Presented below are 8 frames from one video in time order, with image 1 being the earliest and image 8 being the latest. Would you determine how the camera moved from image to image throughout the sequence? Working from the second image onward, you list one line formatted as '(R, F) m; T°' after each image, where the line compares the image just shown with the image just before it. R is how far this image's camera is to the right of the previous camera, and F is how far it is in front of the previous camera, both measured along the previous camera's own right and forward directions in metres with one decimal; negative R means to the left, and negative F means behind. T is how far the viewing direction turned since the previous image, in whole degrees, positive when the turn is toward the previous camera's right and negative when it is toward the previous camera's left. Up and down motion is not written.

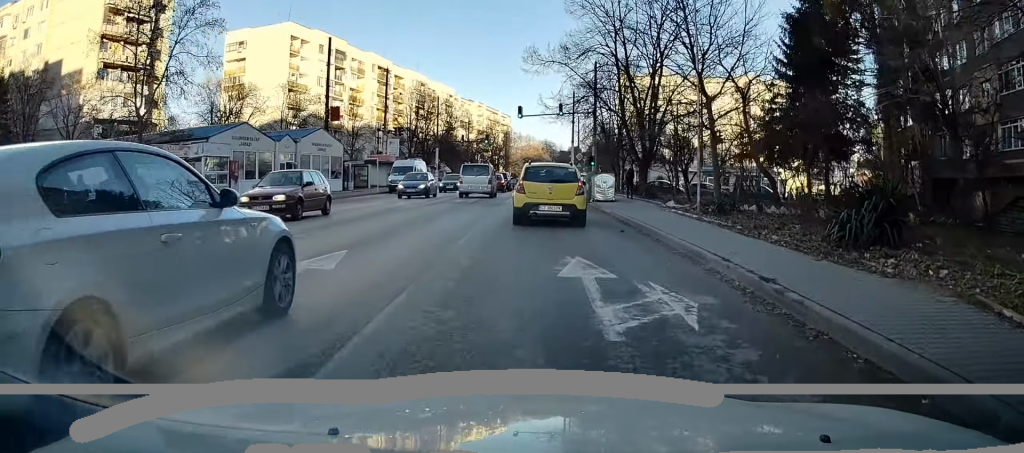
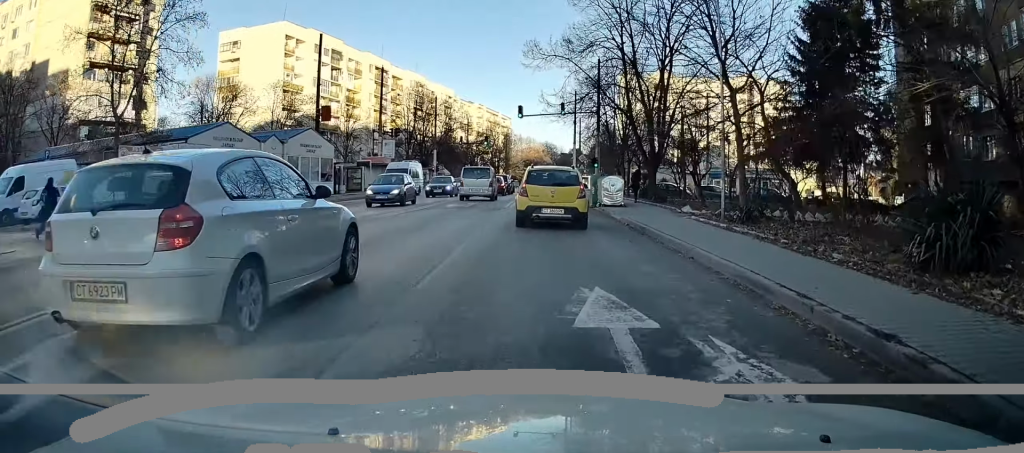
(0.0, +3.0) m; +2°
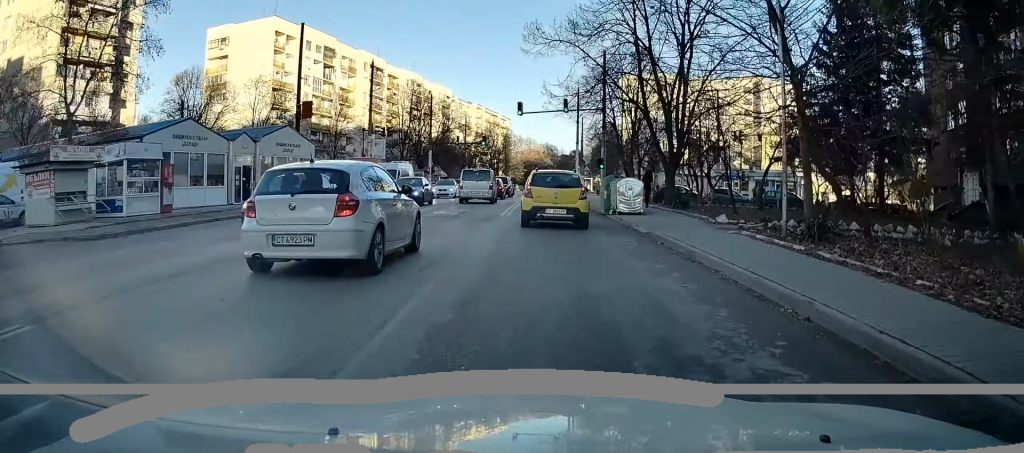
(+0.2, +5.0) m; +1°
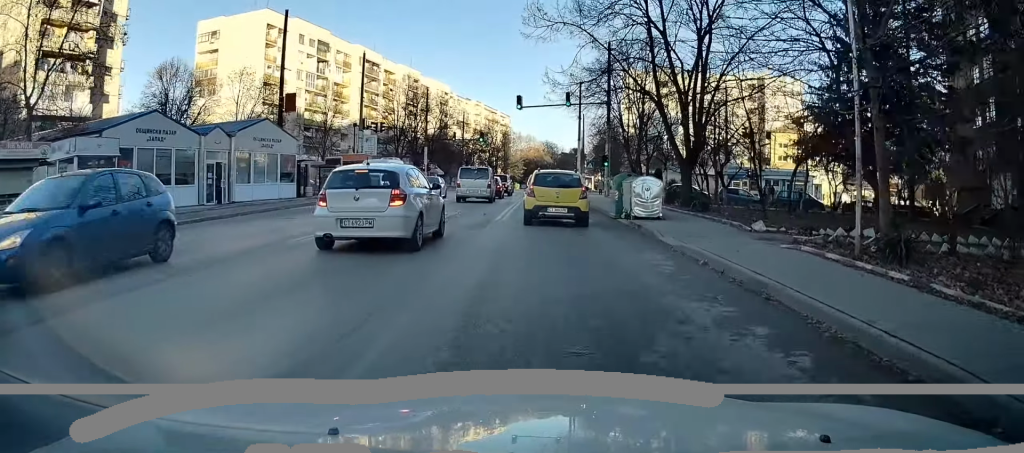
(+0.1, +3.6) m; 0°
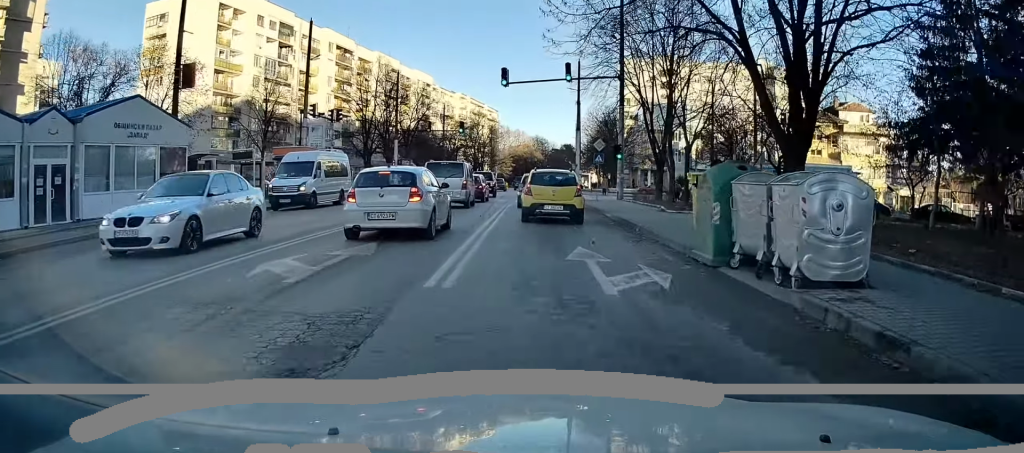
(0.0, +11.0) m; +3°
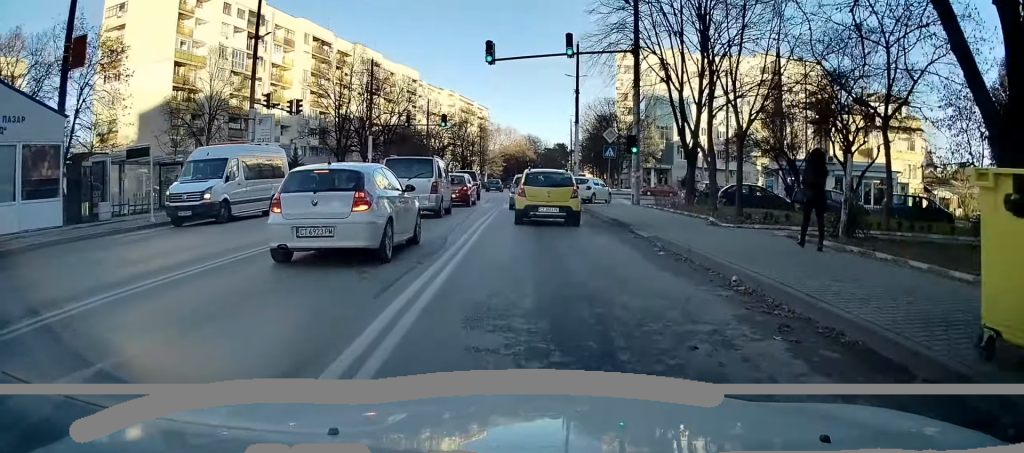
(-0.1, +7.2) m; -1°
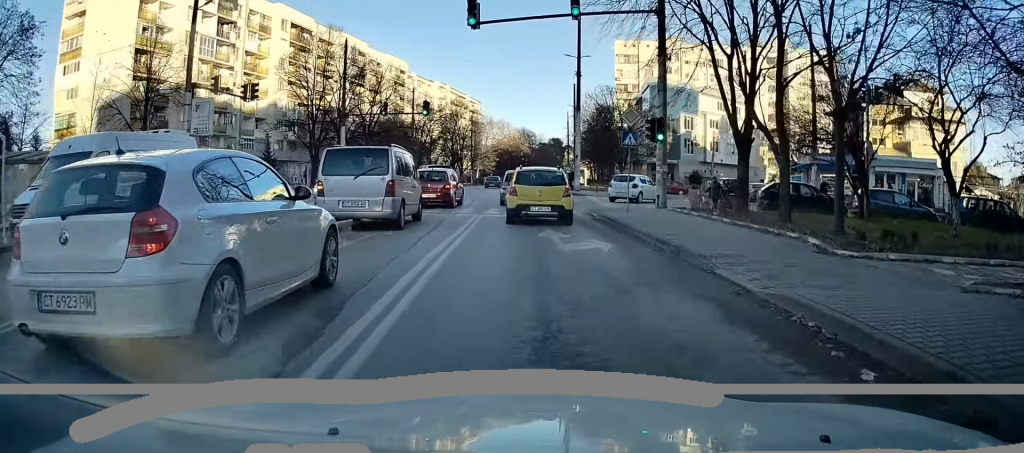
(0.0, +6.9) m; -1°
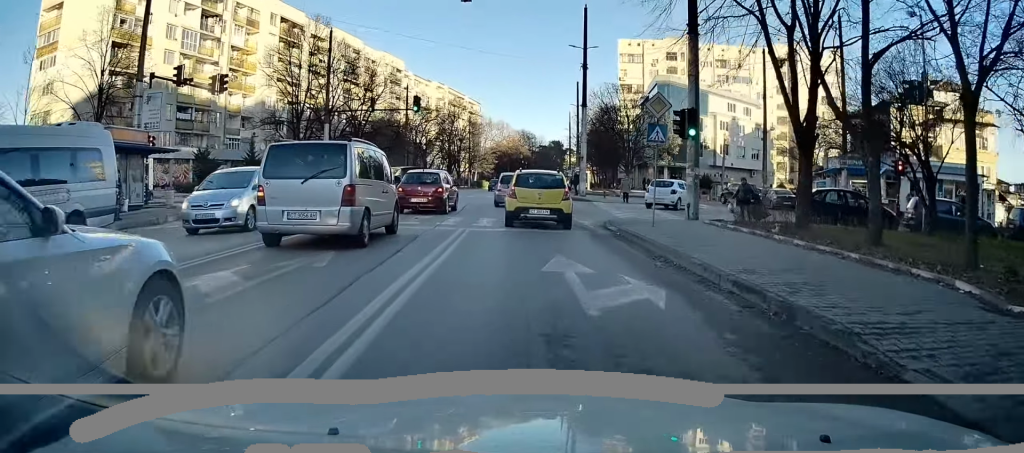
(+0.4, +4.3) m; -2°
